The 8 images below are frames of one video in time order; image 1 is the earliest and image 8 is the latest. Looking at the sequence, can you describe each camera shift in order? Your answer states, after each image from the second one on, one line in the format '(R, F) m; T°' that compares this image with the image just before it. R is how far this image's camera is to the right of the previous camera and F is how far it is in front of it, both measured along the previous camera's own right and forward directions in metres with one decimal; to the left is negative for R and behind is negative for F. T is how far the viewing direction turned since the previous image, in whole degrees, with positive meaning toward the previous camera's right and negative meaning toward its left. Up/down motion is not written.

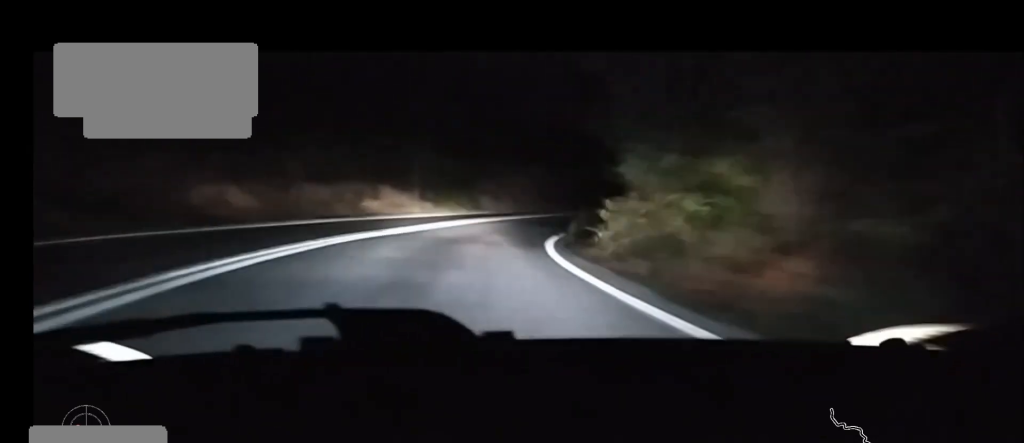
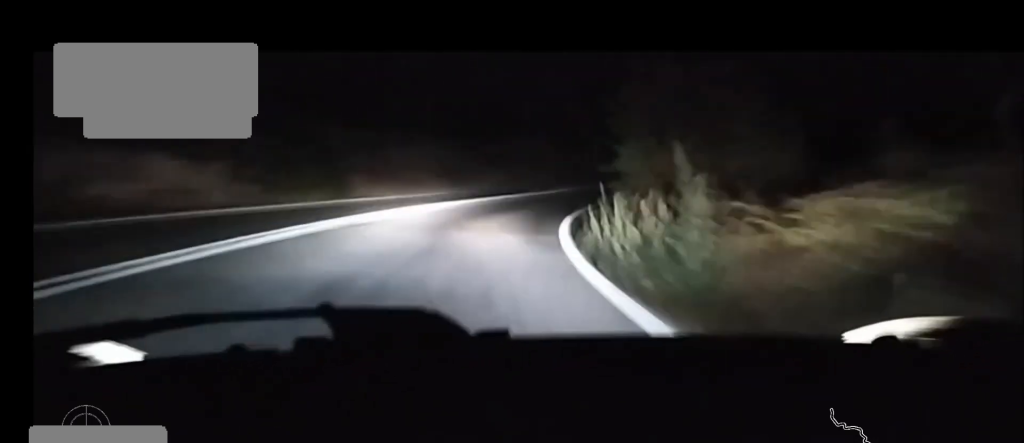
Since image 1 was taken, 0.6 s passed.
(+1.2, +15.0) m; +9°
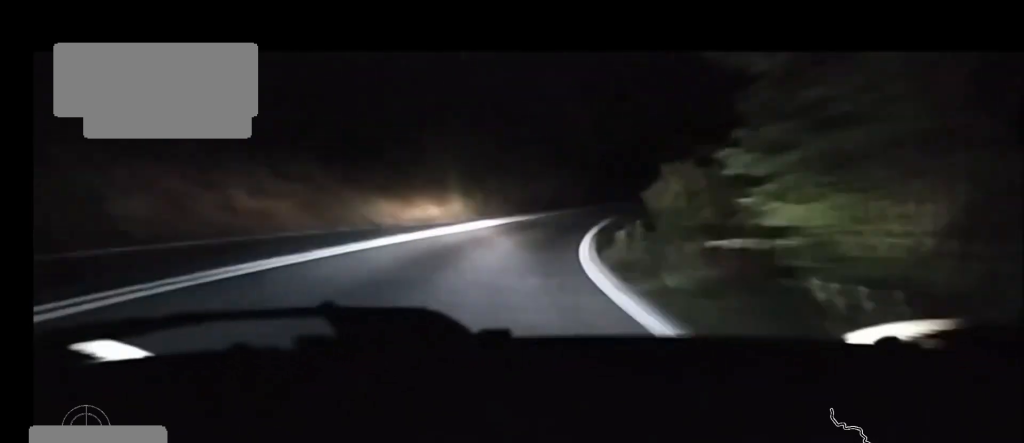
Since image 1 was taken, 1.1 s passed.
(+0.6, +12.1) m; +7°
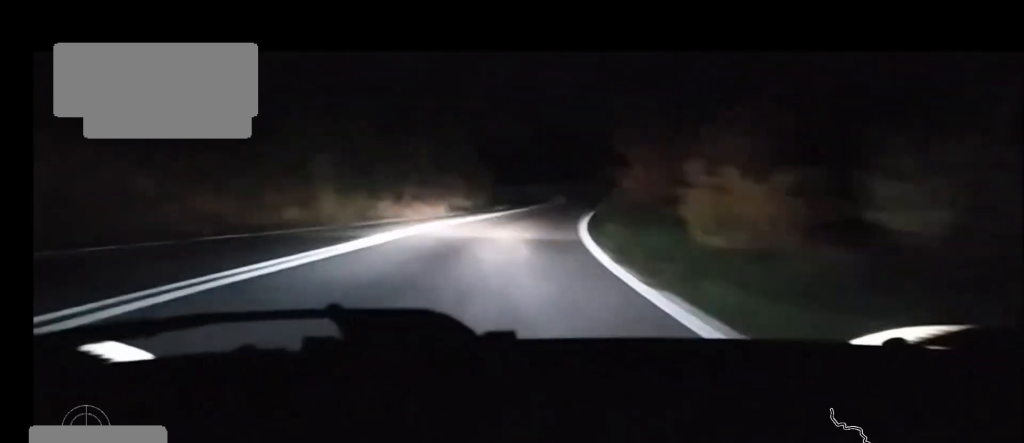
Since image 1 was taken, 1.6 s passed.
(+1.3, +10.9) m; +6°
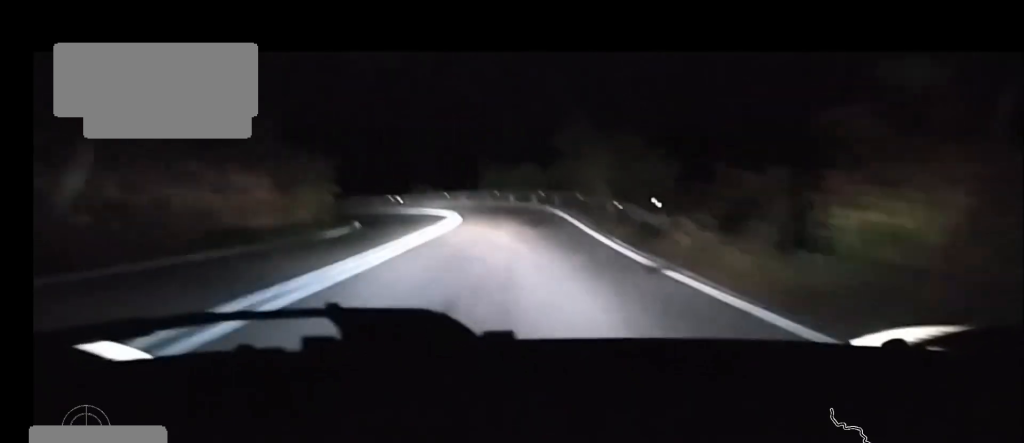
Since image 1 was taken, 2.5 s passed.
(+1.8, +20.8) m; +6°
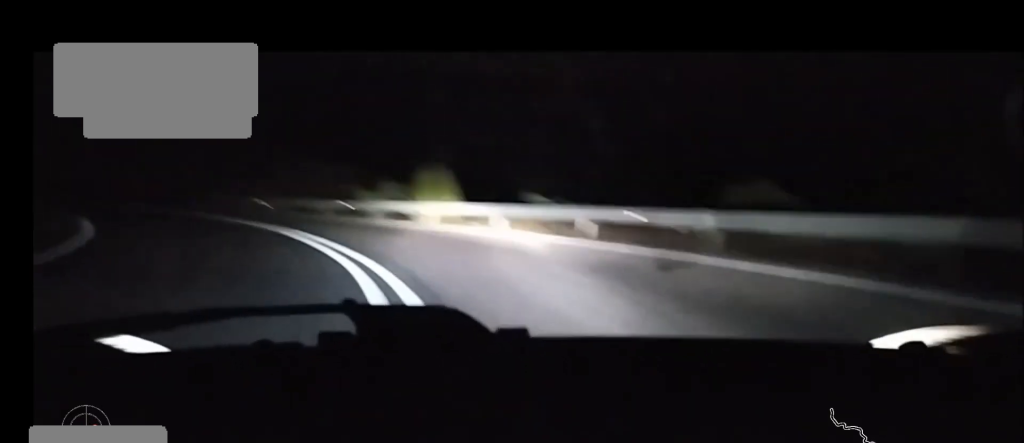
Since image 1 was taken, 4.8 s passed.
(-5.3, +45.6) m; -28°
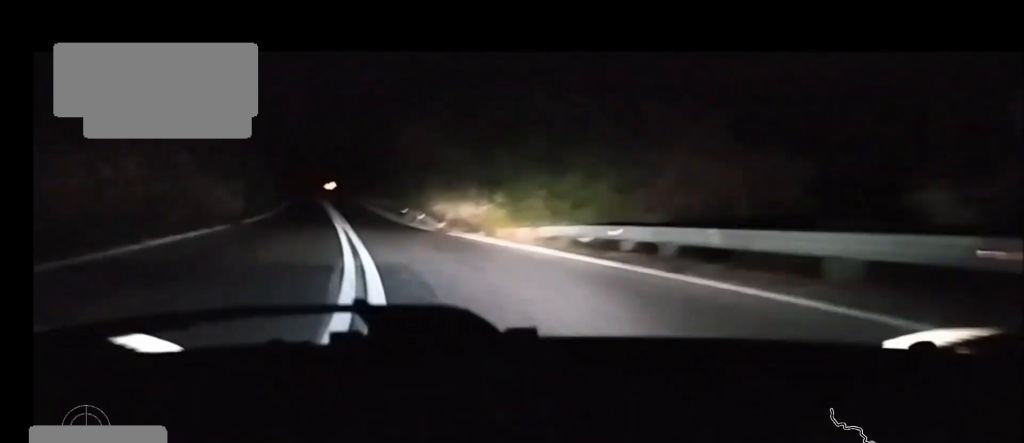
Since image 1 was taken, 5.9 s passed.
(-5.0, +22.9) m; -21°
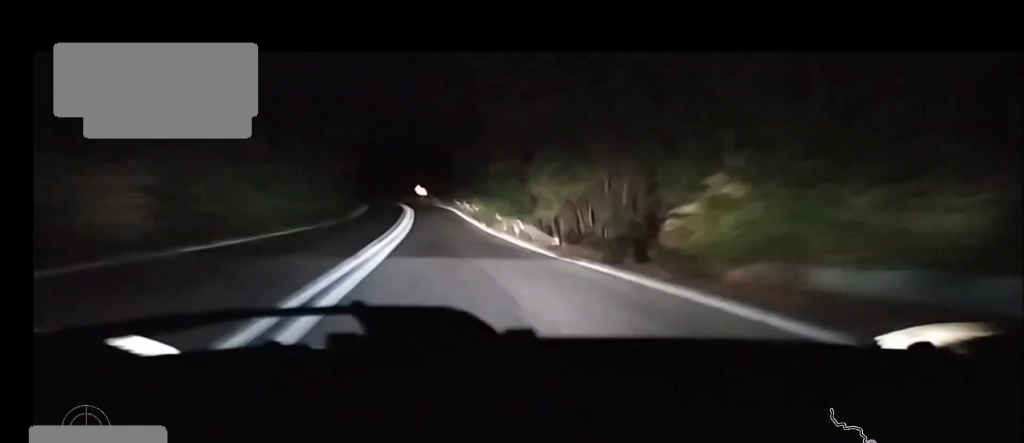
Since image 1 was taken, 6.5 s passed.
(-1.4, +13.5) m; -4°
